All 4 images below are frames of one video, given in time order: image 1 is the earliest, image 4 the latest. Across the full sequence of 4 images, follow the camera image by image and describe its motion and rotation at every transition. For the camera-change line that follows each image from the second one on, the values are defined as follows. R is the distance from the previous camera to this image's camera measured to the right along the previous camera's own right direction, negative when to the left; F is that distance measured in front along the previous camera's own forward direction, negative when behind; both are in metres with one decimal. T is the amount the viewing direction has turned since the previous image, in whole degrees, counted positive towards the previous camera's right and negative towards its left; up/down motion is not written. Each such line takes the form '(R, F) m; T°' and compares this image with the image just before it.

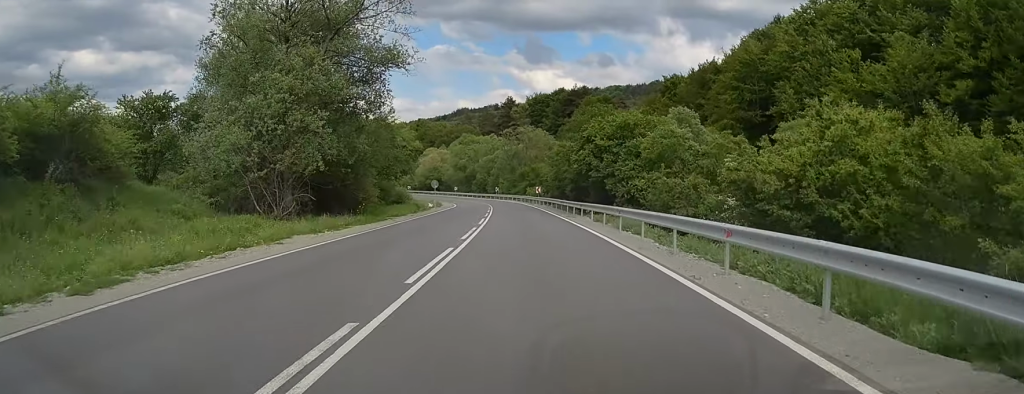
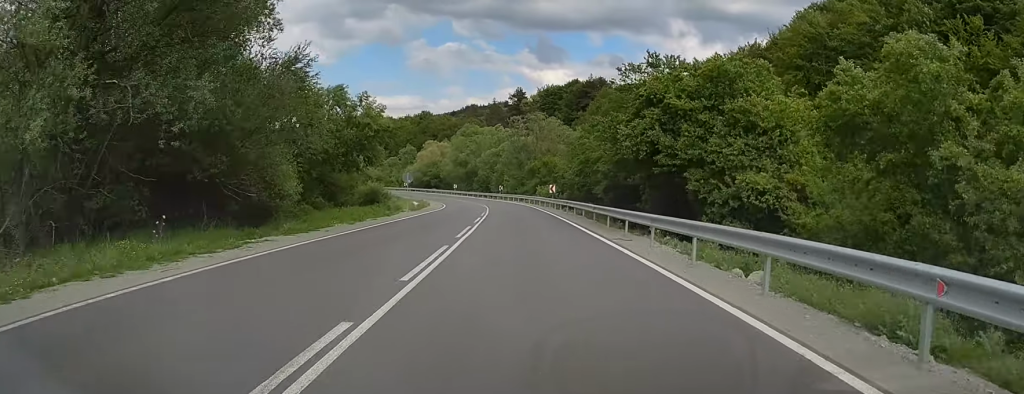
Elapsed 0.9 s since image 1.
(-0.1, +17.9) m; 0°
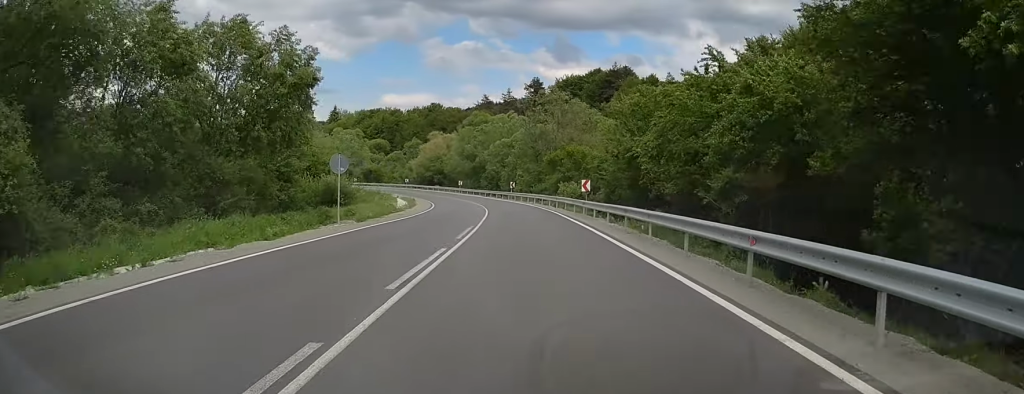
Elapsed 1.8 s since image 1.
(0.0, +18.9) m; 0°
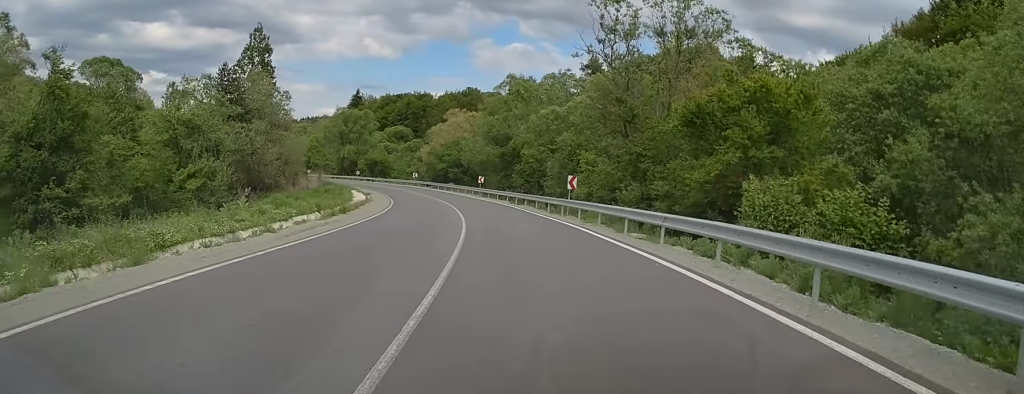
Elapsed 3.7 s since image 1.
(-1.4, +41.4) m; -5°
